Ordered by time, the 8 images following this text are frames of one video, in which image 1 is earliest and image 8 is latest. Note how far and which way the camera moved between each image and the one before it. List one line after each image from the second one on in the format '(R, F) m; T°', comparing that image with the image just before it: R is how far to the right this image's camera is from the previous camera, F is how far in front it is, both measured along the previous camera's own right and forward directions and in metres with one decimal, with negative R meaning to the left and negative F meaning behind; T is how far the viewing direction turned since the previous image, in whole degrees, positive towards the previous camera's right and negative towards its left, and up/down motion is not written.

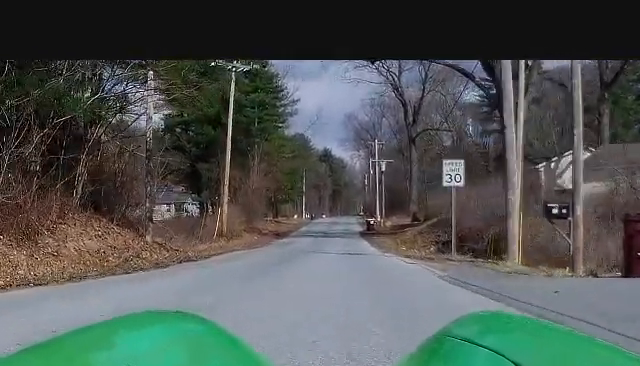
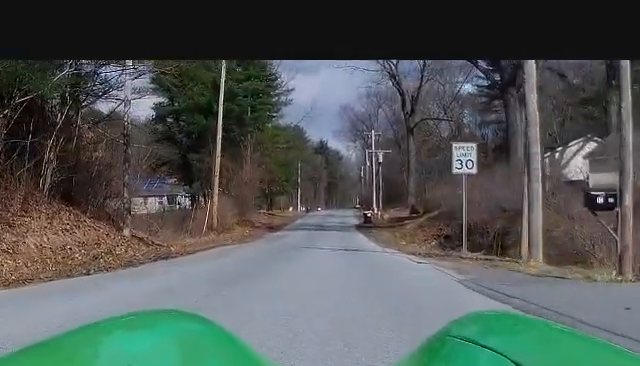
(0.0, +2.9) m; +1°
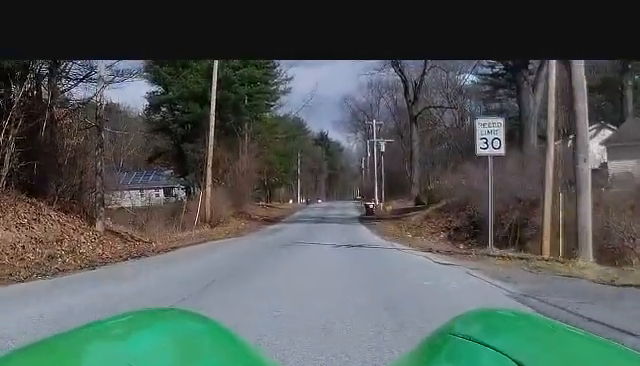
(+0.1, +3.6) m; +2°
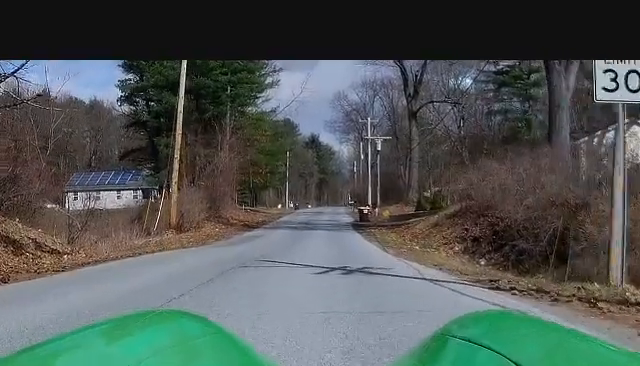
(+0.1, +8.8) m; +1°
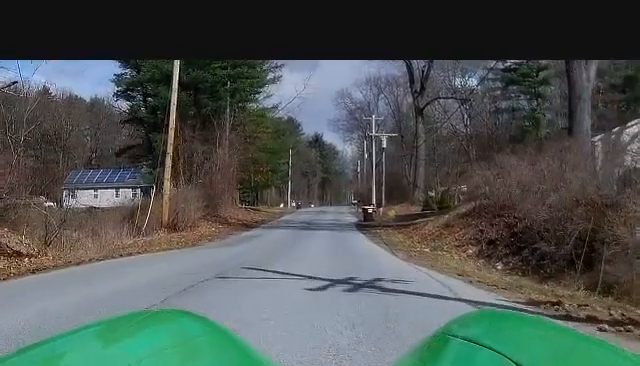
(0.0, +2.9) m; 0°
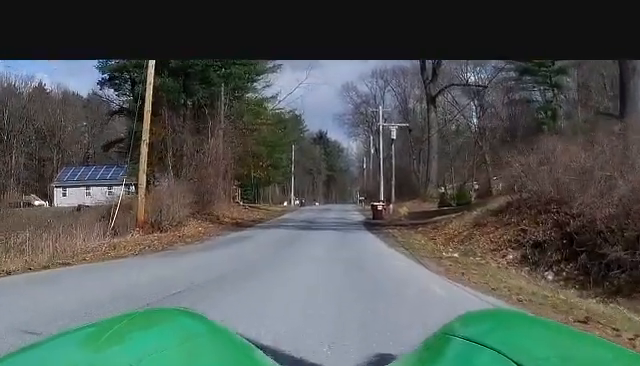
(0.0, +6.6) m; -1°
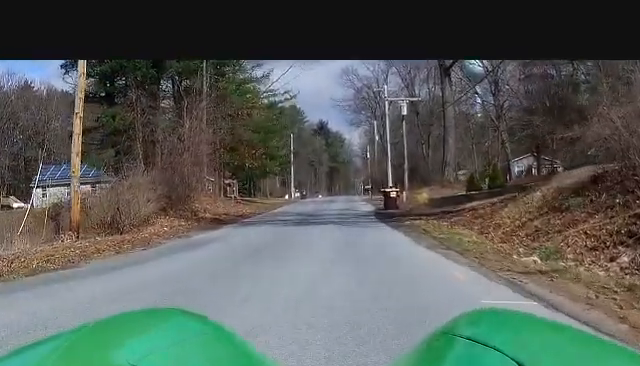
(-0.4, +10.1) m; -2°
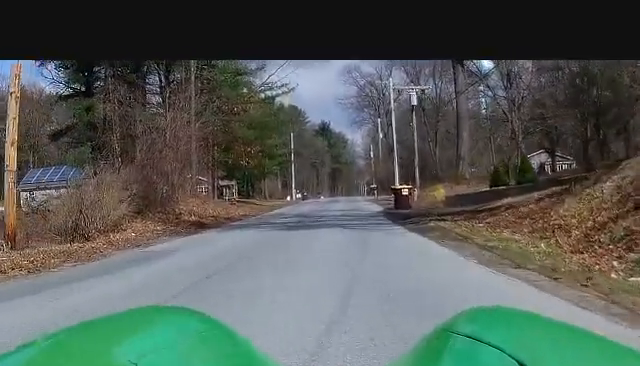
(+0.2, +5.9) m; 0°
